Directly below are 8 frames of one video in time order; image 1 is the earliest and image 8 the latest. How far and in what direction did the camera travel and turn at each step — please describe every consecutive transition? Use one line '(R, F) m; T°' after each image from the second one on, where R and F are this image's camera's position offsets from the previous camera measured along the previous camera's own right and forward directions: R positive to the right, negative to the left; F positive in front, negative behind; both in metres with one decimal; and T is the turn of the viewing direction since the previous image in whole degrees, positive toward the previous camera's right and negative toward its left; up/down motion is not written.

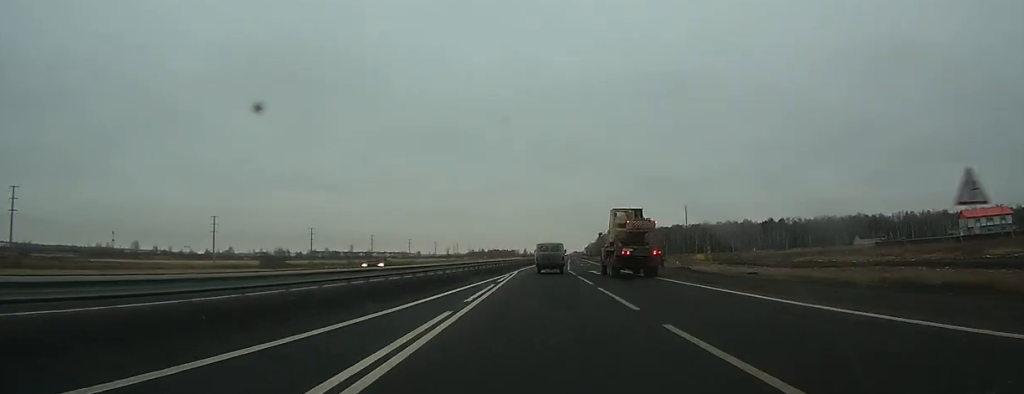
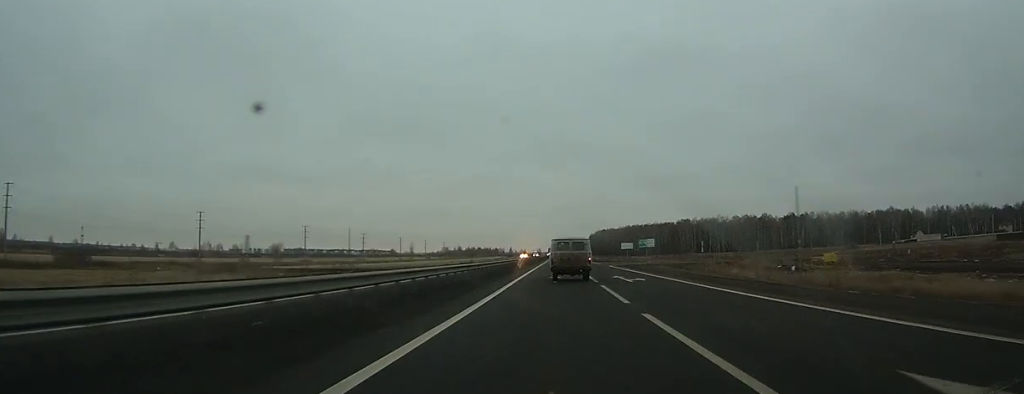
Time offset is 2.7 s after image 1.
(+0.2, +70.6) m; +1°
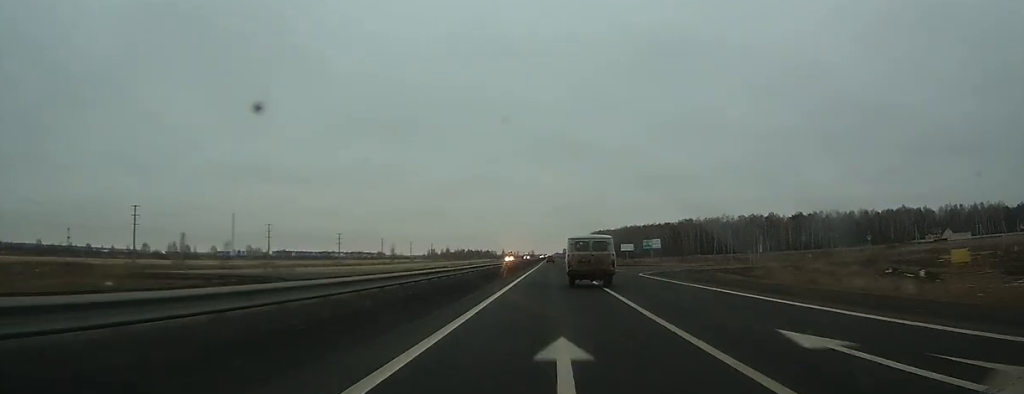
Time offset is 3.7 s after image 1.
(0.0, +25.7) m; 0°
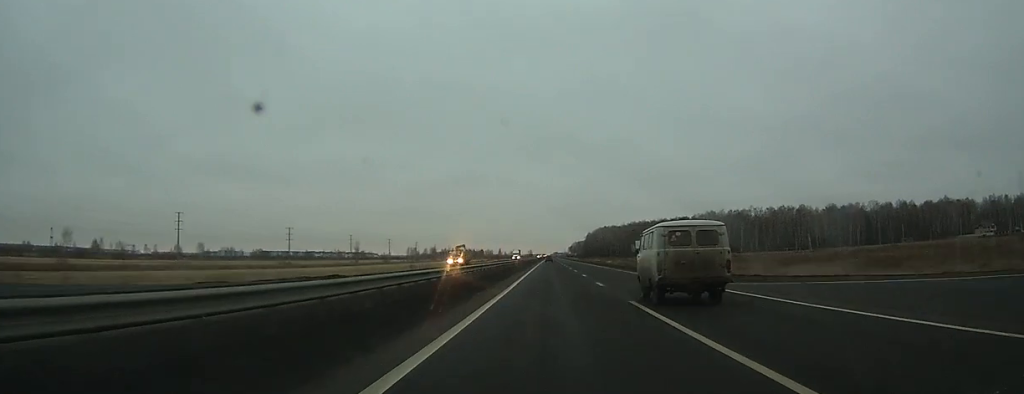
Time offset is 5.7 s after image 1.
(+0.4, +51.5) m; 0°
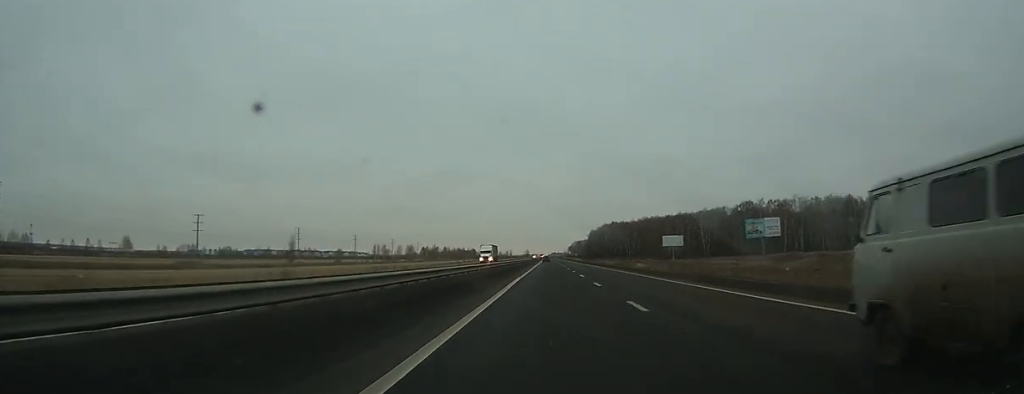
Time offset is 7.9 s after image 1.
(0.0, +57.0) m; 0°
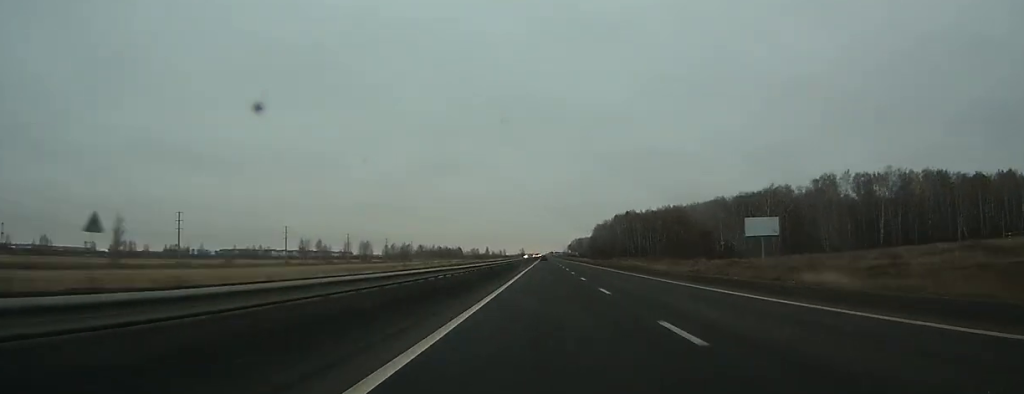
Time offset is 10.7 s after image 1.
(0.0, +72.4) m; 0°
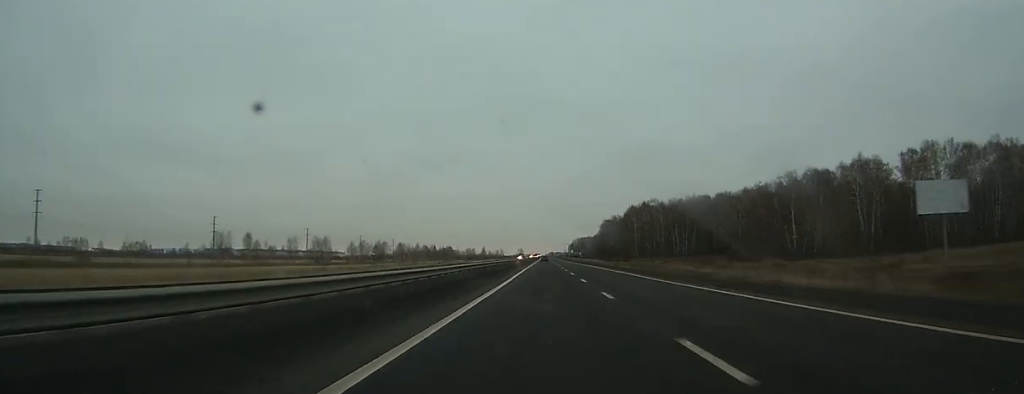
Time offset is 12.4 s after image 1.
(+0.1, +48.8) m; 0°
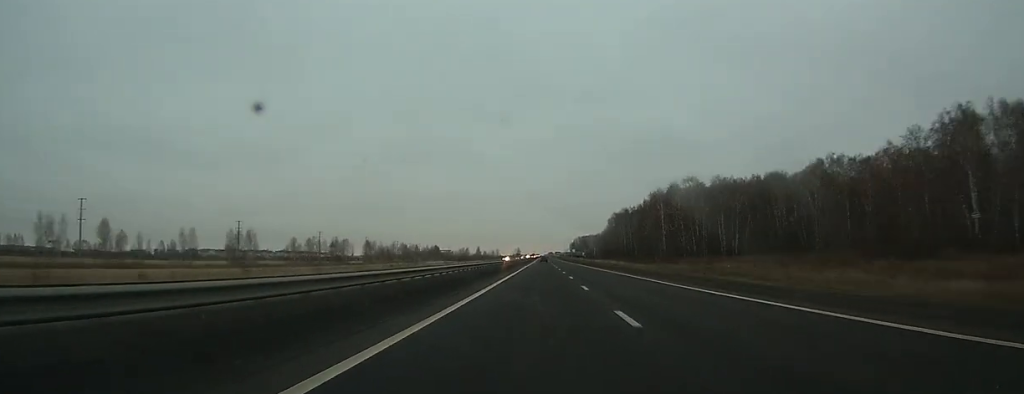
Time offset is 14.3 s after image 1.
(+0.1, +57.6) m; 0°
